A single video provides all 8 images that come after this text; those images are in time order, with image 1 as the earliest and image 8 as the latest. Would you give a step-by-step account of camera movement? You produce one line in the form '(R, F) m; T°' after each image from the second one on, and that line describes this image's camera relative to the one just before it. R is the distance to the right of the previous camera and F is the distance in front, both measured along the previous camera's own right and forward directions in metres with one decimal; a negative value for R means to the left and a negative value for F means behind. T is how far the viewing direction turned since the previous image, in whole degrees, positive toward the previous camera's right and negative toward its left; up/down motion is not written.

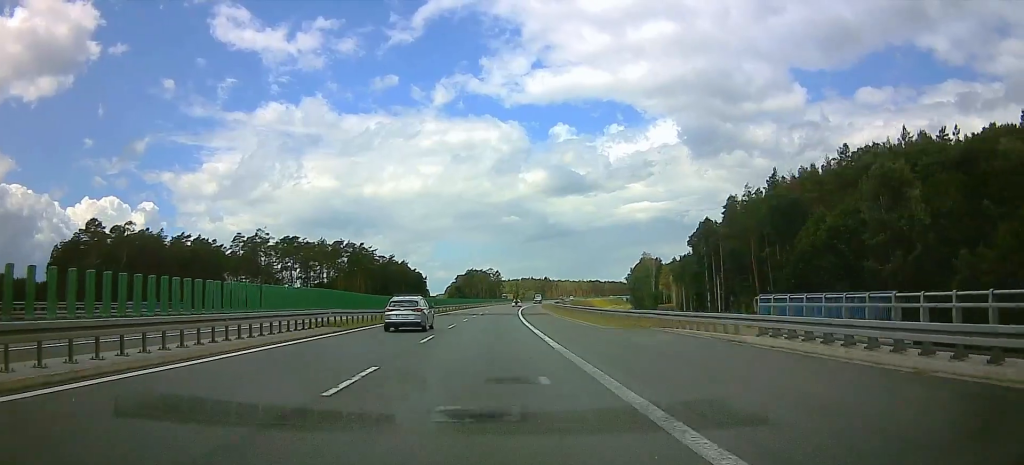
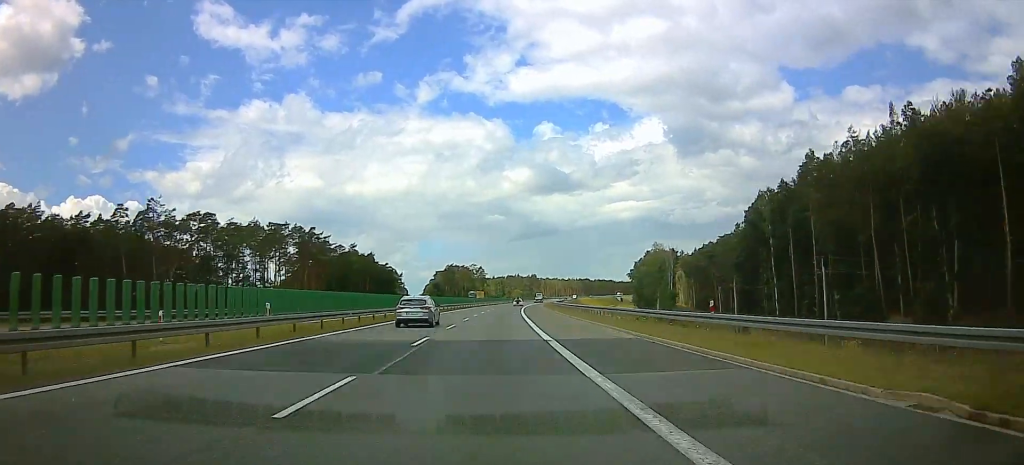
(+2.6, +51.4) m; +1°
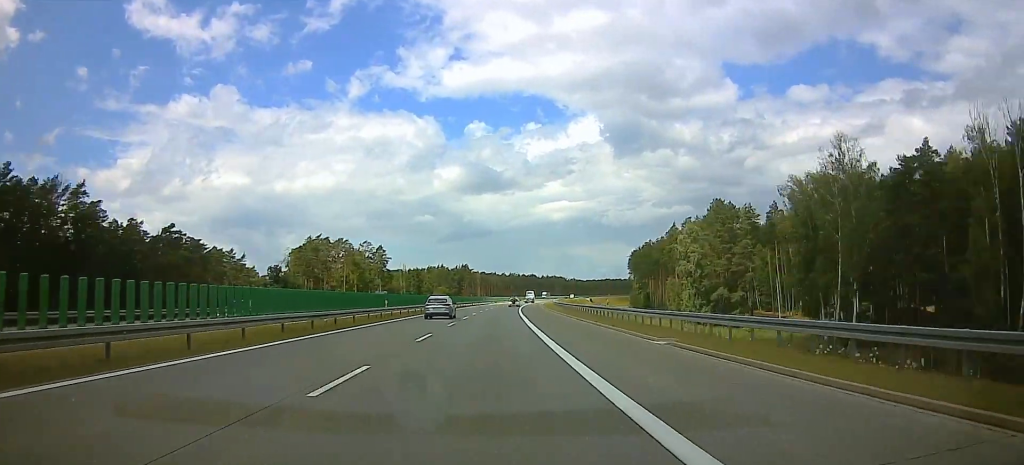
(+6.0, +181.5) m; +5°
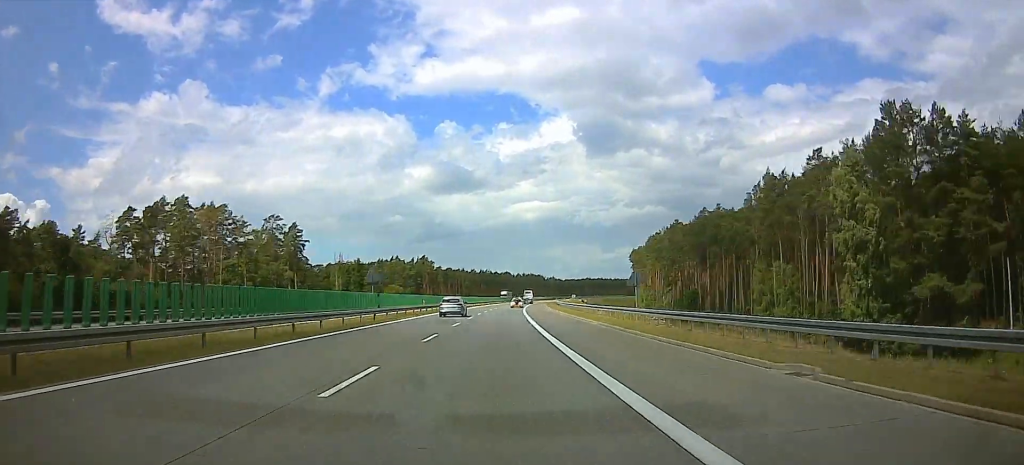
(+3.2, +82.7) m; +3°
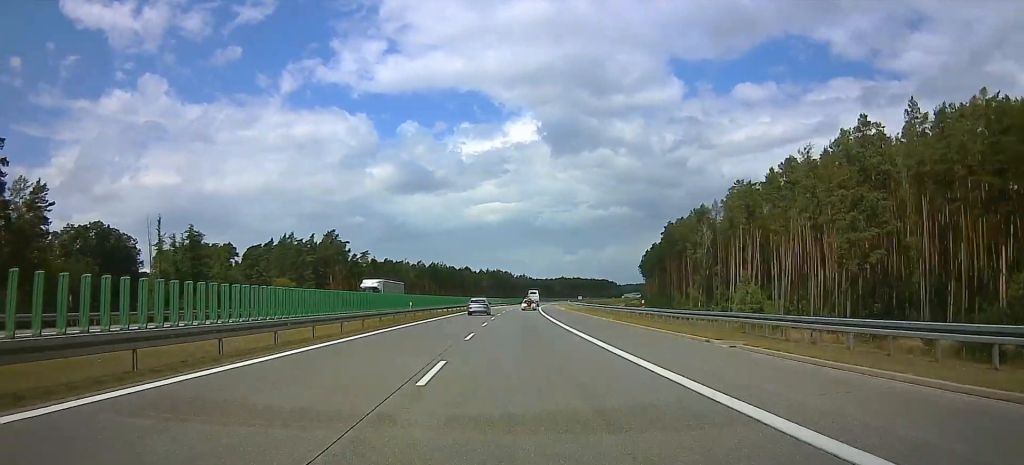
(+3.2, +118.3) m; +3°
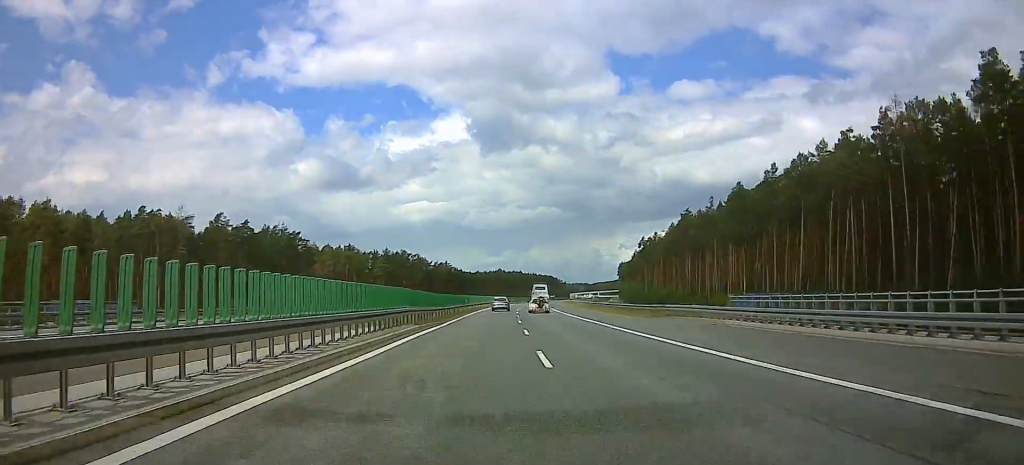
(+10.4, +173.7) m; +8°
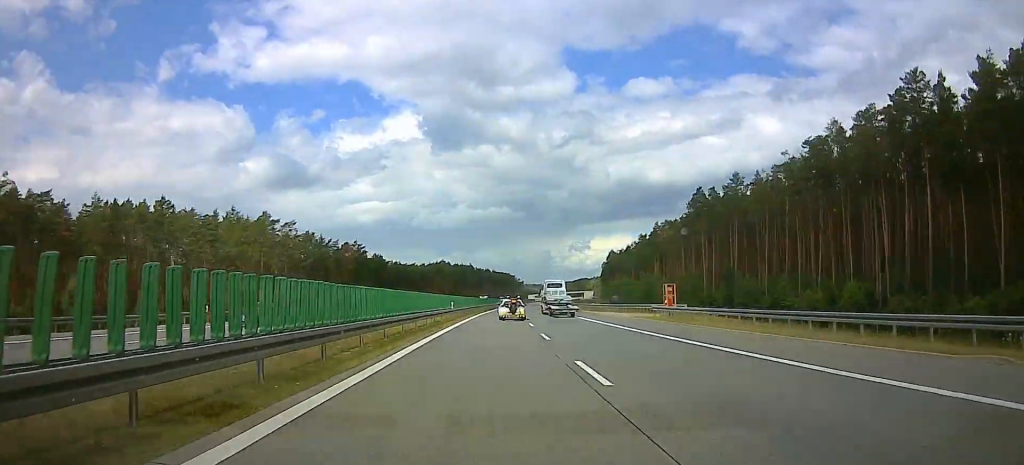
(+3.2, +120.3) m; +2°
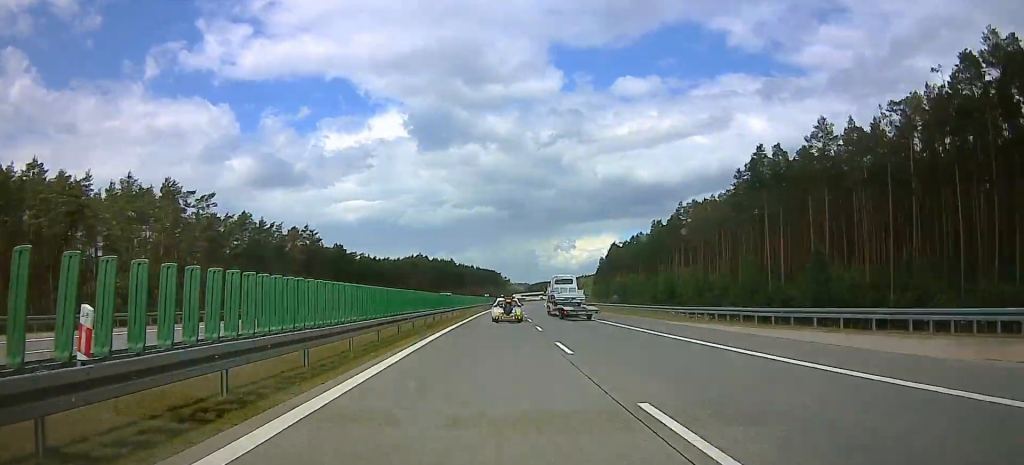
(-1.9, +41.8) m; 0°
